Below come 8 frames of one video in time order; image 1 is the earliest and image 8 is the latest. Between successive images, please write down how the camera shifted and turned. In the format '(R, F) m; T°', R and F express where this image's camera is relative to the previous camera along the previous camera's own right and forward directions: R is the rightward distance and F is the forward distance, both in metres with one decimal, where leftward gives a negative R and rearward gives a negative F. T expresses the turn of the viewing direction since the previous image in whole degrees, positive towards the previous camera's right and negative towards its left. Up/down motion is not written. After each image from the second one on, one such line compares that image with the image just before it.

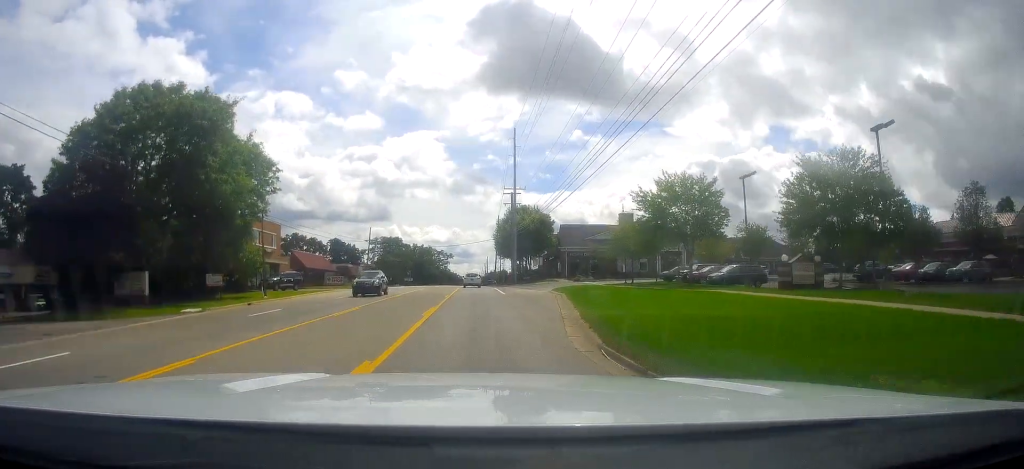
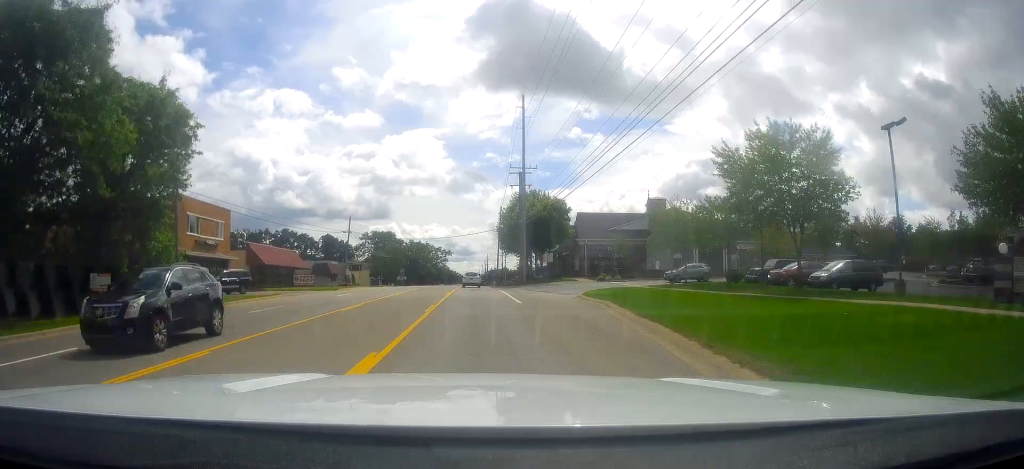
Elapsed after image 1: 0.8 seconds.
(+0.1, +14.7) m; 0°
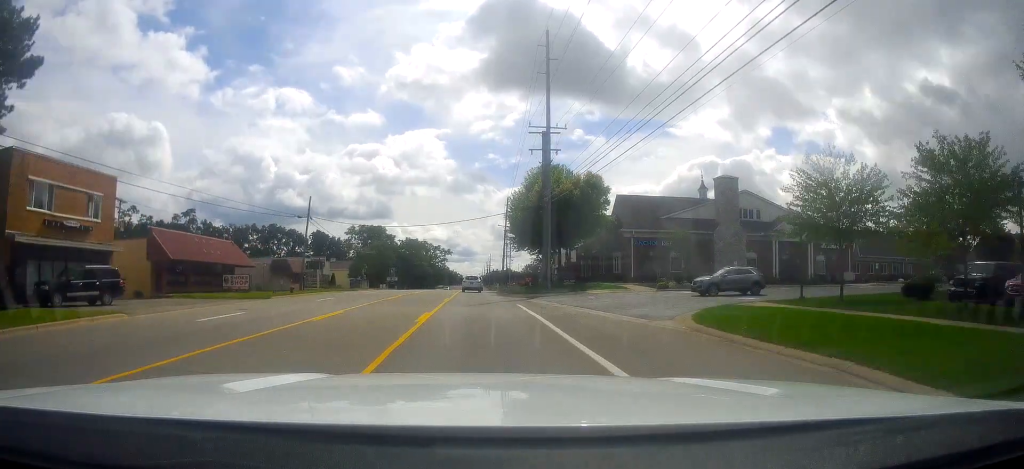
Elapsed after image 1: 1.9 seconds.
(0.0, +19.5) m; 0°
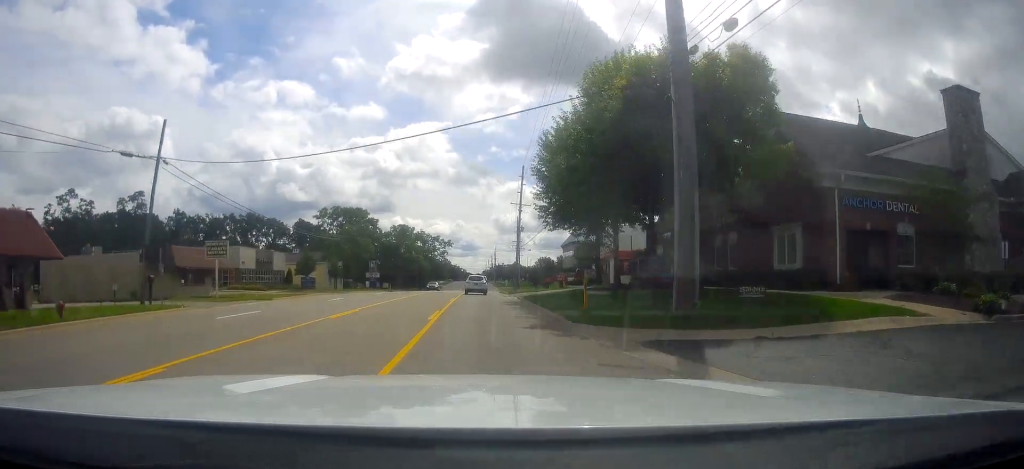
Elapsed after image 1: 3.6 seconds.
(+0.5, +29.1) m; +1°
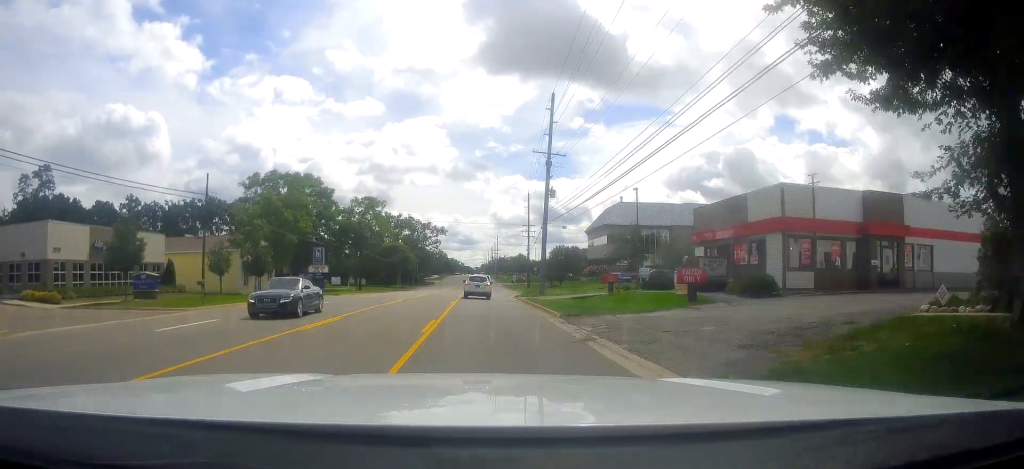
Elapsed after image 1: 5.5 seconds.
(-0.1, +34.2) m; -1°
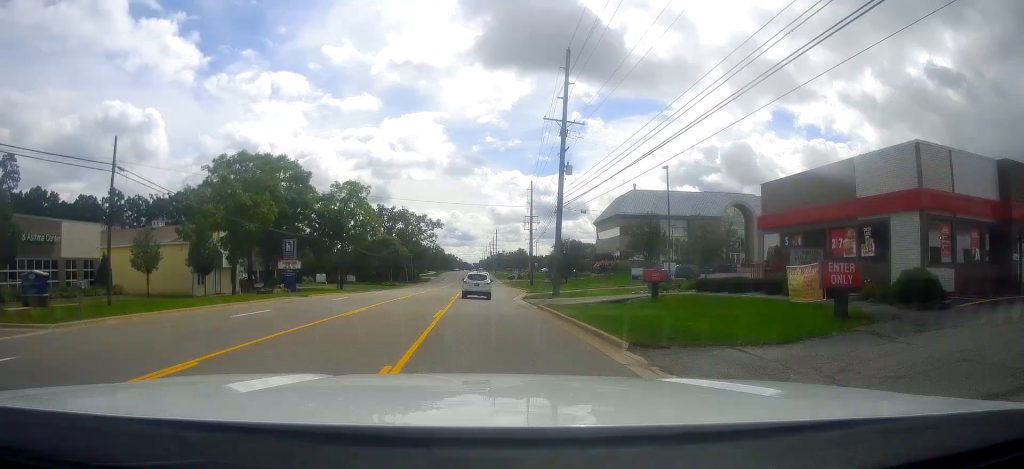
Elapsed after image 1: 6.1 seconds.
(-0.4, +10.0) m; 0°
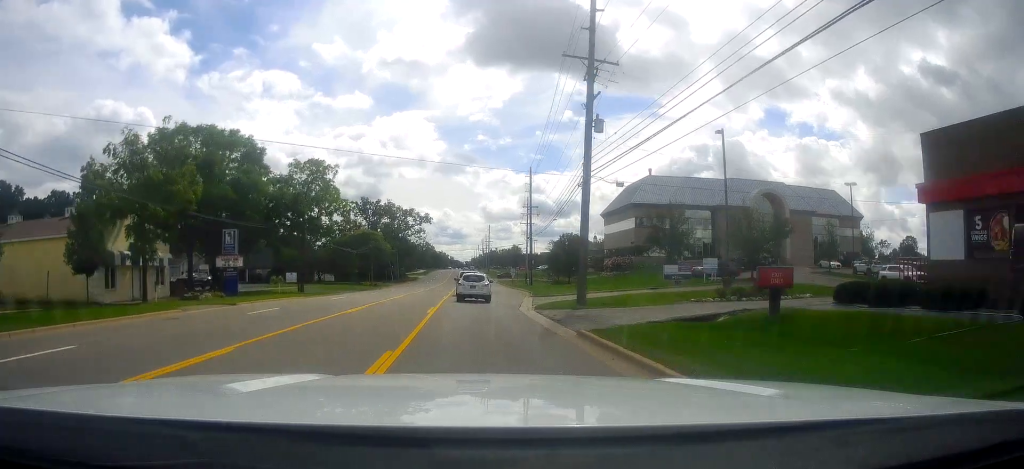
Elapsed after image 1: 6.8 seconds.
(+0.1, +12.9) m; +1°
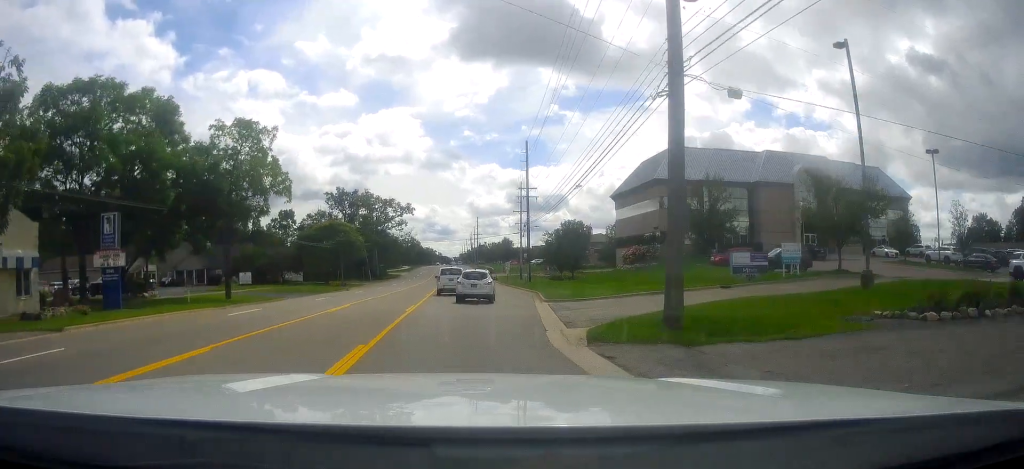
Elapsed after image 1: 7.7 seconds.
(+0.4, +15.1) m; +1°
